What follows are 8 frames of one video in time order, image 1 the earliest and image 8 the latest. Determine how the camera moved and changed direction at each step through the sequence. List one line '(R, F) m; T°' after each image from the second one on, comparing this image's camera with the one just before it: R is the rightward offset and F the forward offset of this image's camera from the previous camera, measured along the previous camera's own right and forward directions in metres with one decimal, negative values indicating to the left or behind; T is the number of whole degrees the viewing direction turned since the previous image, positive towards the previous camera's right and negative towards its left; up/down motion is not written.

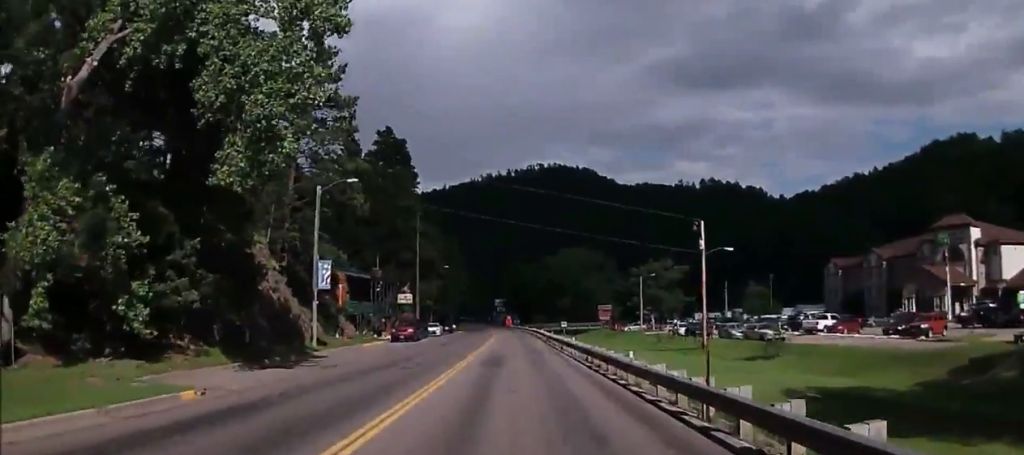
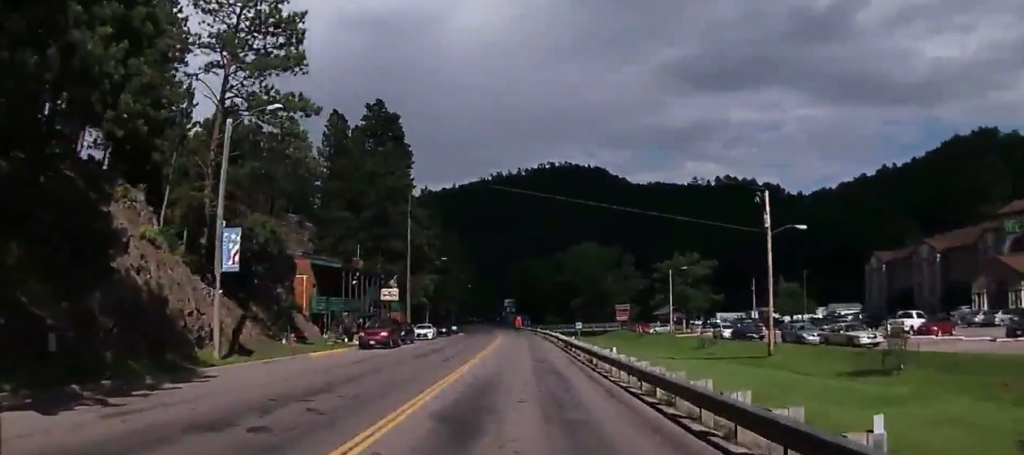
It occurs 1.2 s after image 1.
(0.0, +13.5) m; 0°
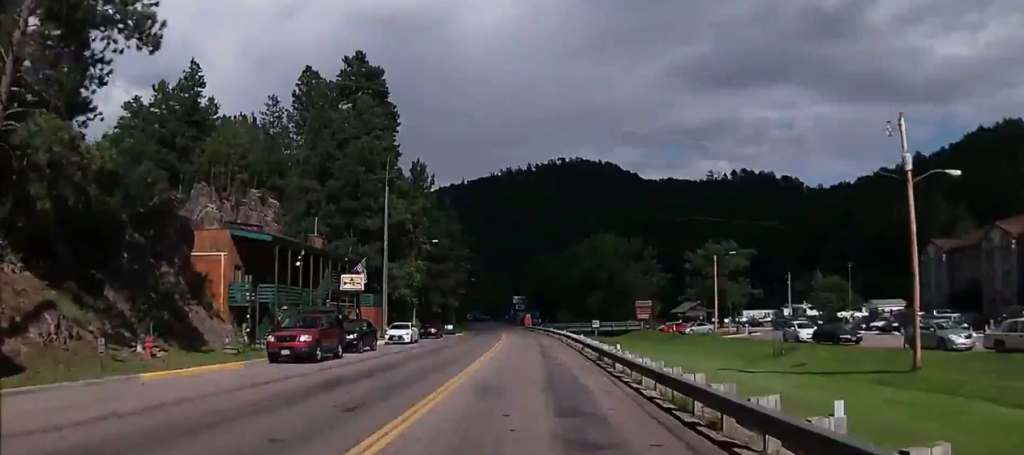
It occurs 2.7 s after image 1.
(0.0, +16.2) m; 0°
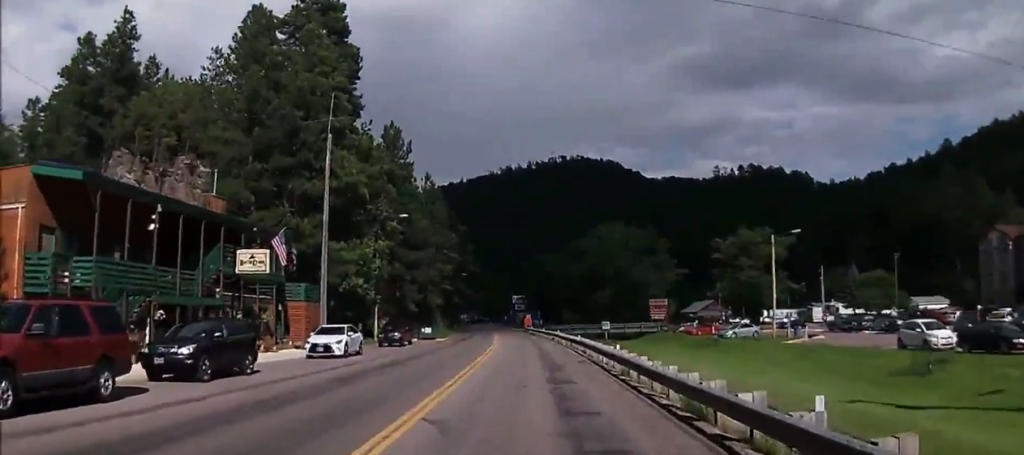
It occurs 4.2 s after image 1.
(0.0, +16.8) m; 0°
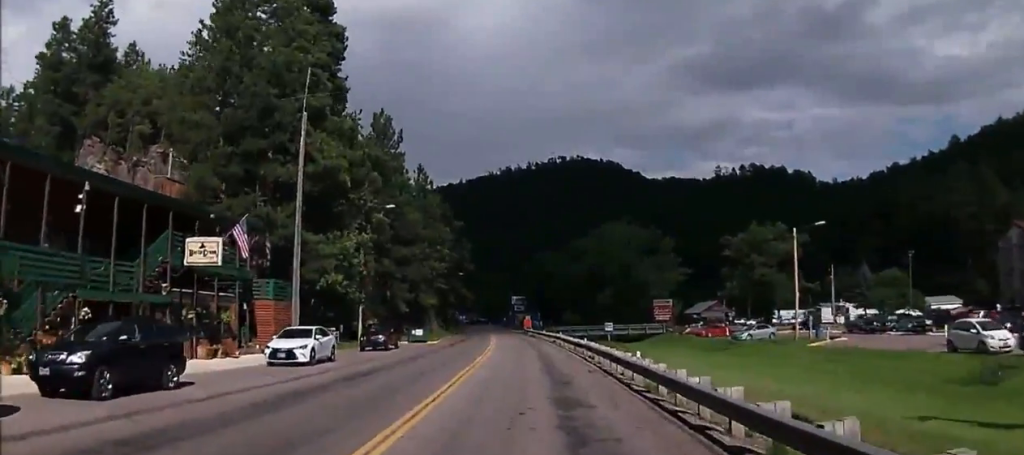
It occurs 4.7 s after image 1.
(0.0, +4.7) m; 0°
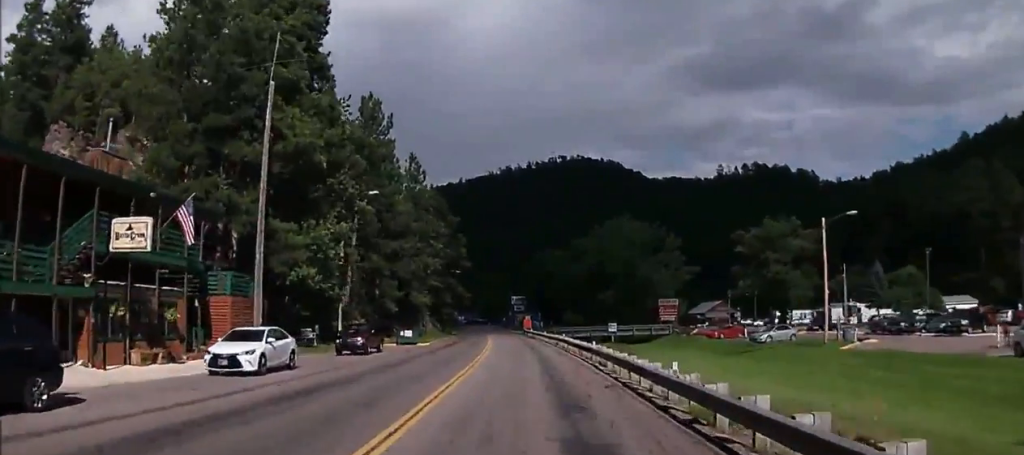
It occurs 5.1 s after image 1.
(0.0, +5.0) m; 0°
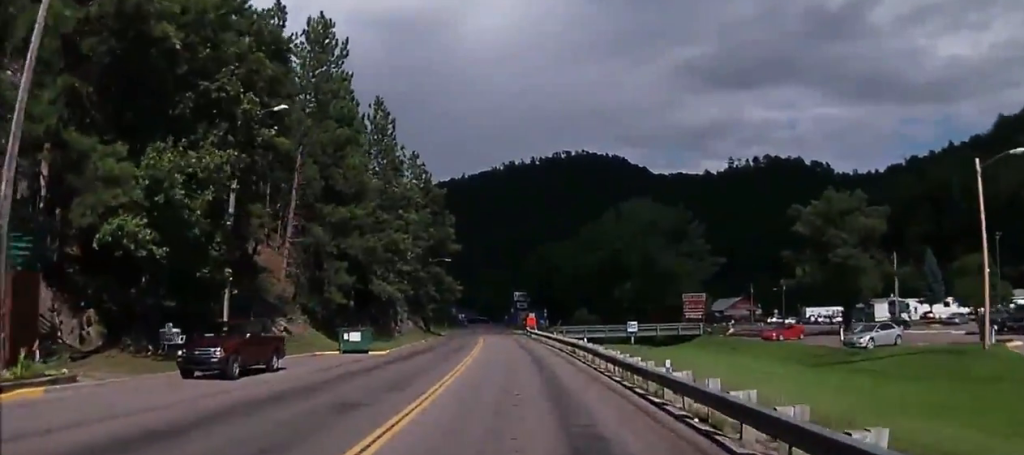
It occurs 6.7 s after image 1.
(0.0, +16.6) m; -1°
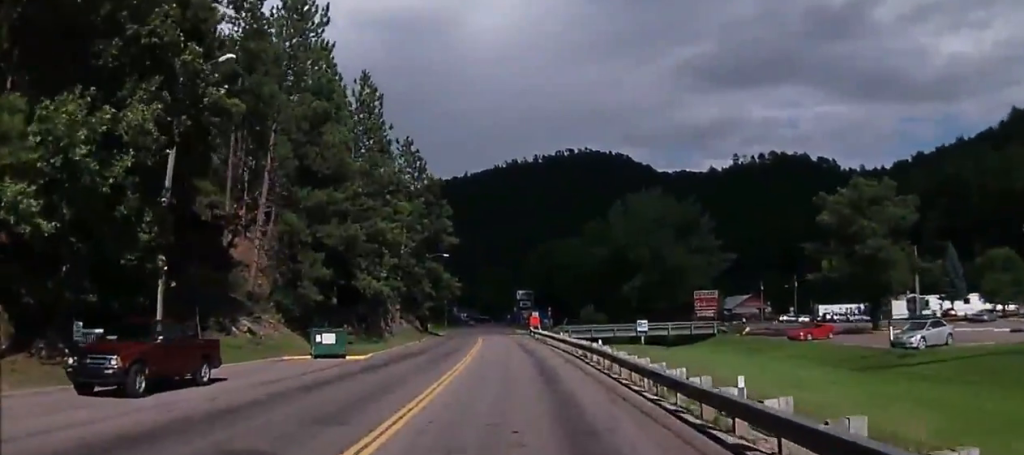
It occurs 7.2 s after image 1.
(+0.1, +5.2) m; -2°
